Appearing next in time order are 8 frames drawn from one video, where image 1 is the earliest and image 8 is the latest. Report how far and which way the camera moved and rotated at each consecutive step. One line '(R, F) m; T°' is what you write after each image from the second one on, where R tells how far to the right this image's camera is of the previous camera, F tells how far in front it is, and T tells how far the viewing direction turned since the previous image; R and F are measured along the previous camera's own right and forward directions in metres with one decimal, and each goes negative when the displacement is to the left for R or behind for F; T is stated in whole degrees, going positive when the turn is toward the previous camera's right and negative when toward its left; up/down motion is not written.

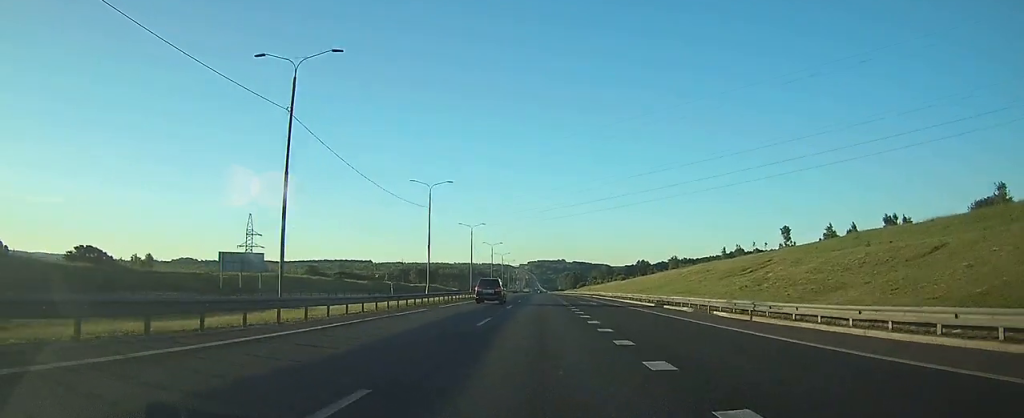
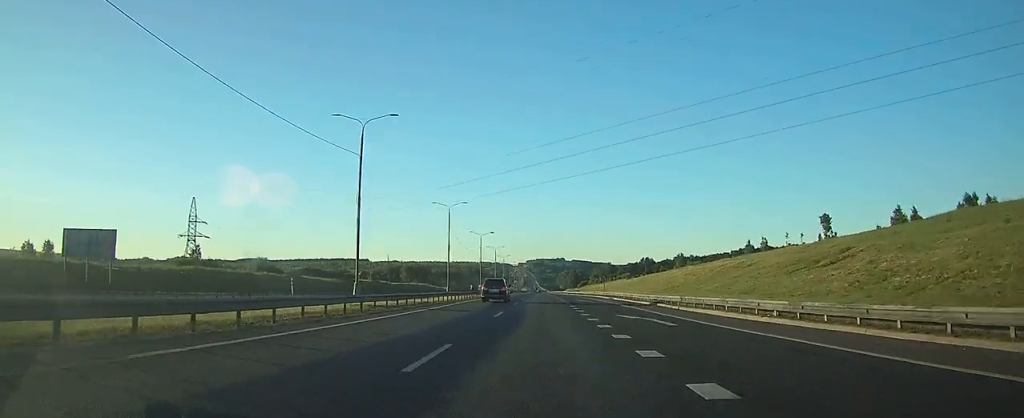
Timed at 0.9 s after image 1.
(-0.1, +26.6) m; 0°
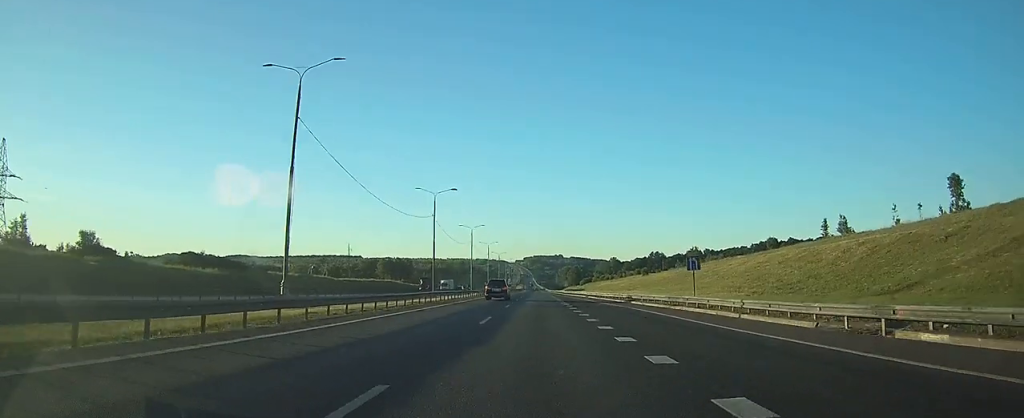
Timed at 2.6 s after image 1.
(+0.2, +53.4) m; 0°
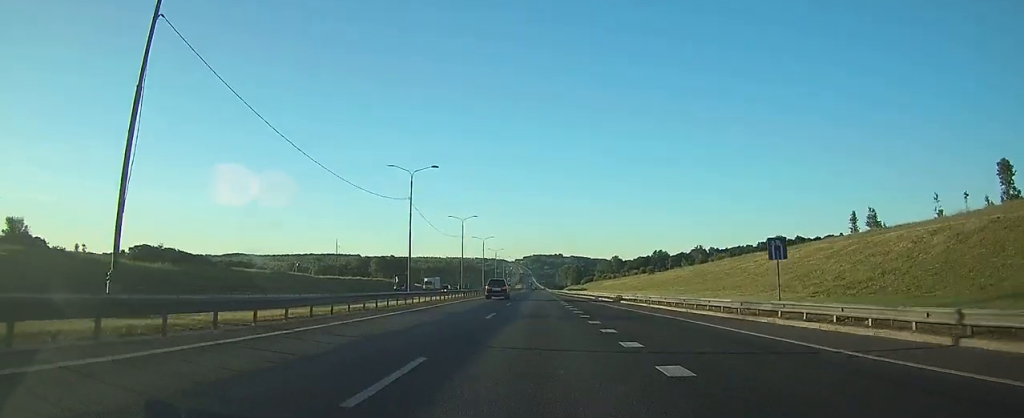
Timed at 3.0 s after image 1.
(0.0, +13.4) m; 0°
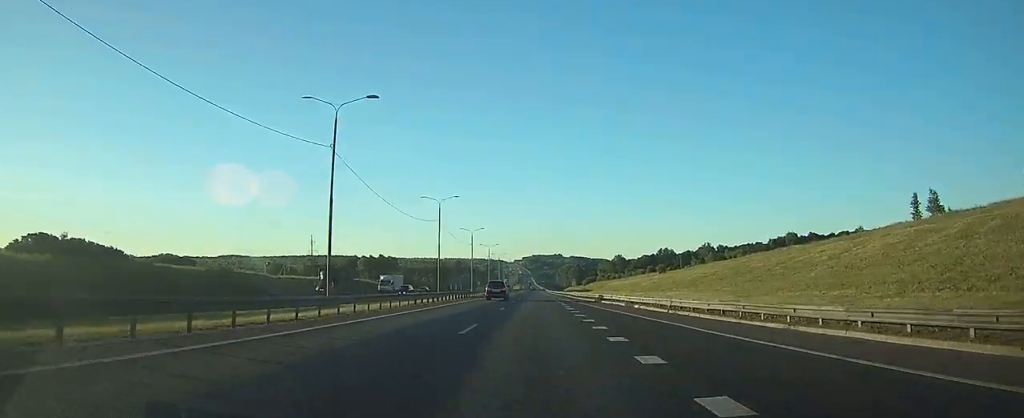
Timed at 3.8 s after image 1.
(0.0, +22.7) m; 0°
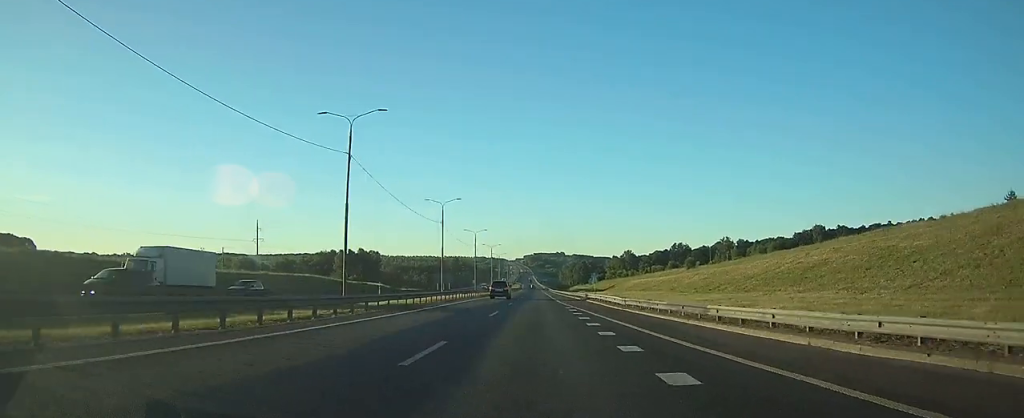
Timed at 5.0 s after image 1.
(0.0, +38.4) m; 0°
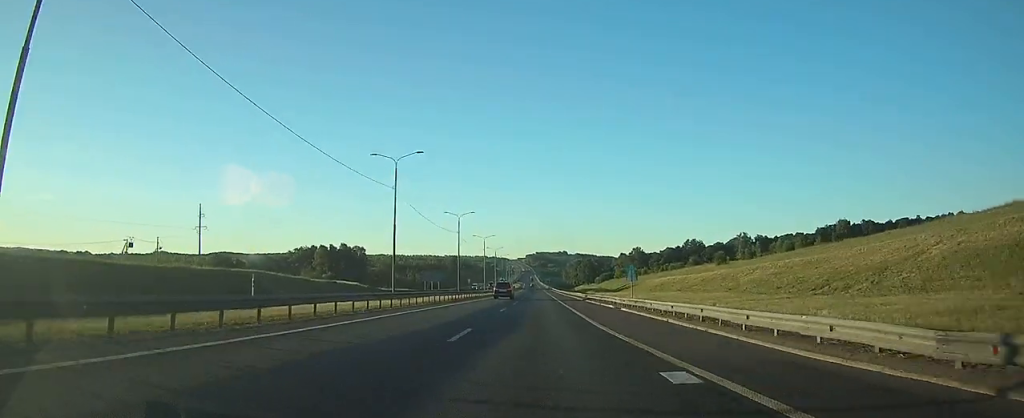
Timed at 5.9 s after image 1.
(0.0, +28.1) m; 0°
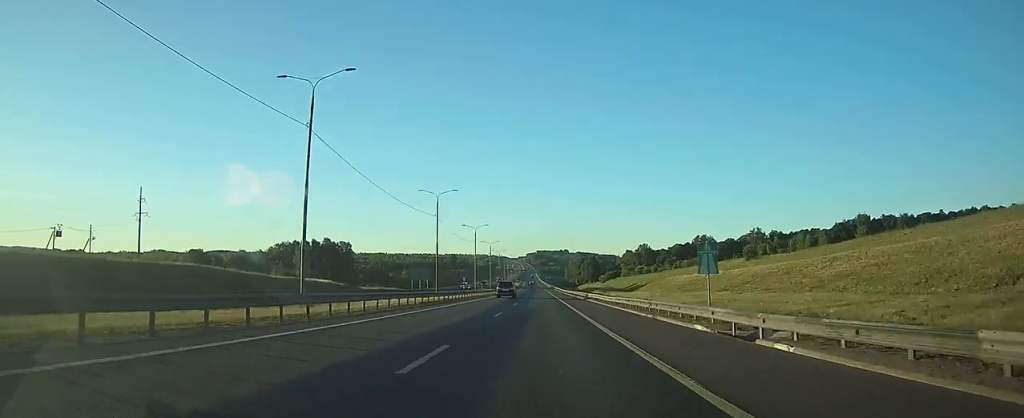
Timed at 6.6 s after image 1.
(-0.1, +20.9) m; 0°
